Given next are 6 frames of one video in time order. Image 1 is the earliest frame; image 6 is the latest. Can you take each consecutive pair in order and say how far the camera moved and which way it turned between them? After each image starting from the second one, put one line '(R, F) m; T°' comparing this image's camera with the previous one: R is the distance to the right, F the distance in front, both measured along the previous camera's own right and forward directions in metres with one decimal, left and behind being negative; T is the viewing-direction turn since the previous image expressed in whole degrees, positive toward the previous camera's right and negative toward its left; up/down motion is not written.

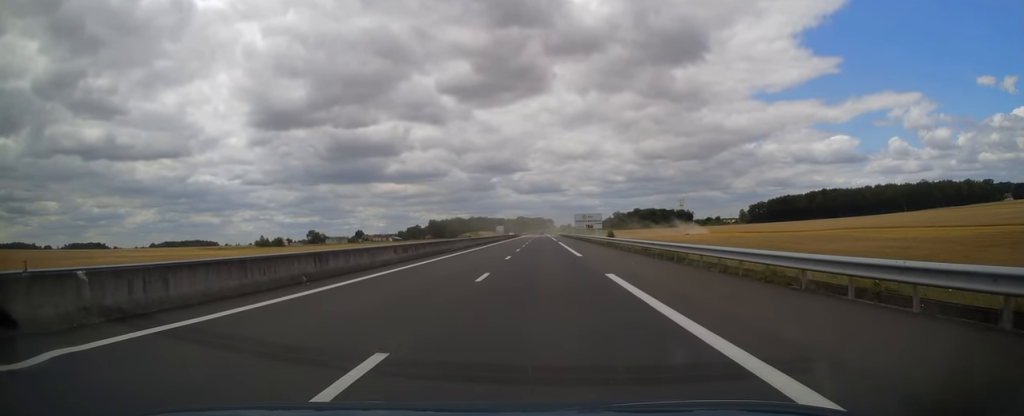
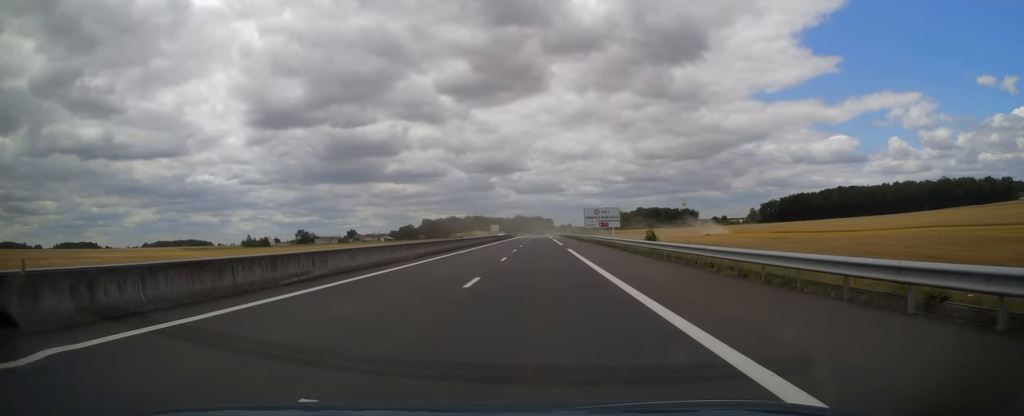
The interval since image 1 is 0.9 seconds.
(+0.1, +27.8) m; +1°
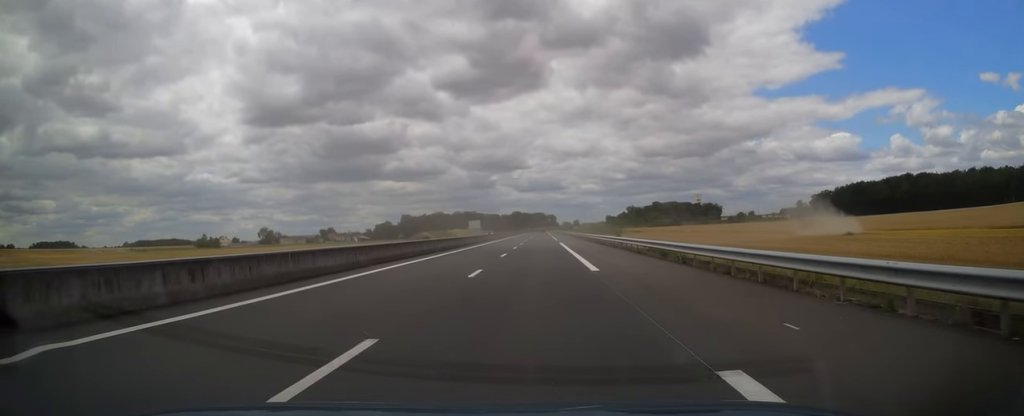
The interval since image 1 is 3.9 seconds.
(-0.4, +87.7) m; 0°
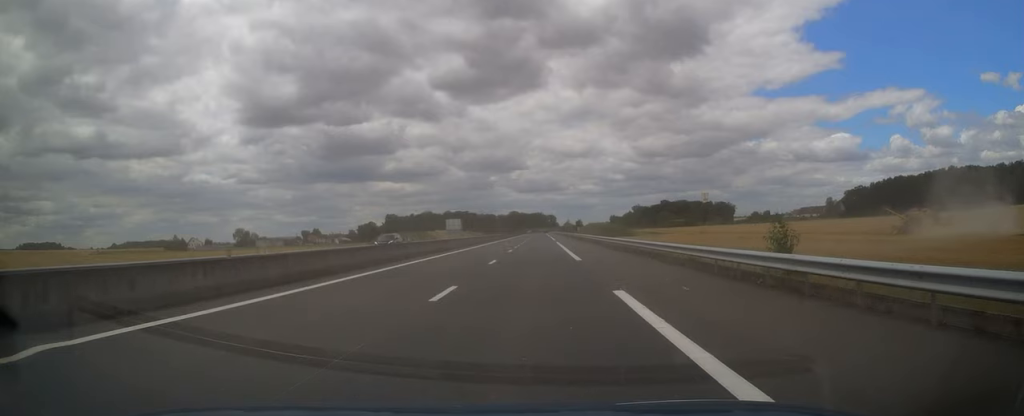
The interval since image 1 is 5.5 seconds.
(-0.1, +44.4) m; -1°
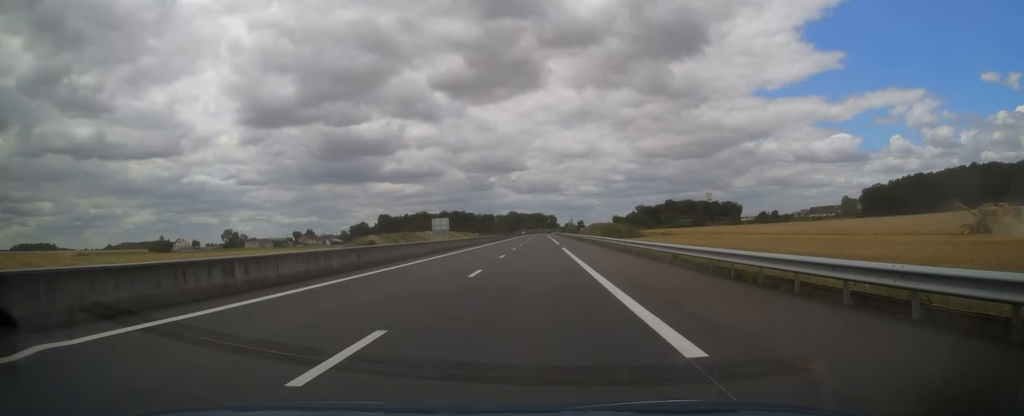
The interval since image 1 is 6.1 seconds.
(-0.1, +19.5) m; 0°
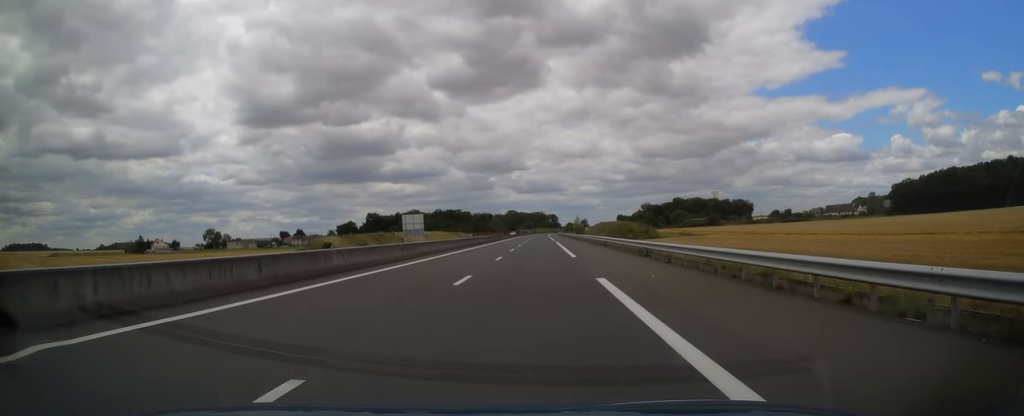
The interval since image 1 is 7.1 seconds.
(0.0, +28.8) m; 0°
